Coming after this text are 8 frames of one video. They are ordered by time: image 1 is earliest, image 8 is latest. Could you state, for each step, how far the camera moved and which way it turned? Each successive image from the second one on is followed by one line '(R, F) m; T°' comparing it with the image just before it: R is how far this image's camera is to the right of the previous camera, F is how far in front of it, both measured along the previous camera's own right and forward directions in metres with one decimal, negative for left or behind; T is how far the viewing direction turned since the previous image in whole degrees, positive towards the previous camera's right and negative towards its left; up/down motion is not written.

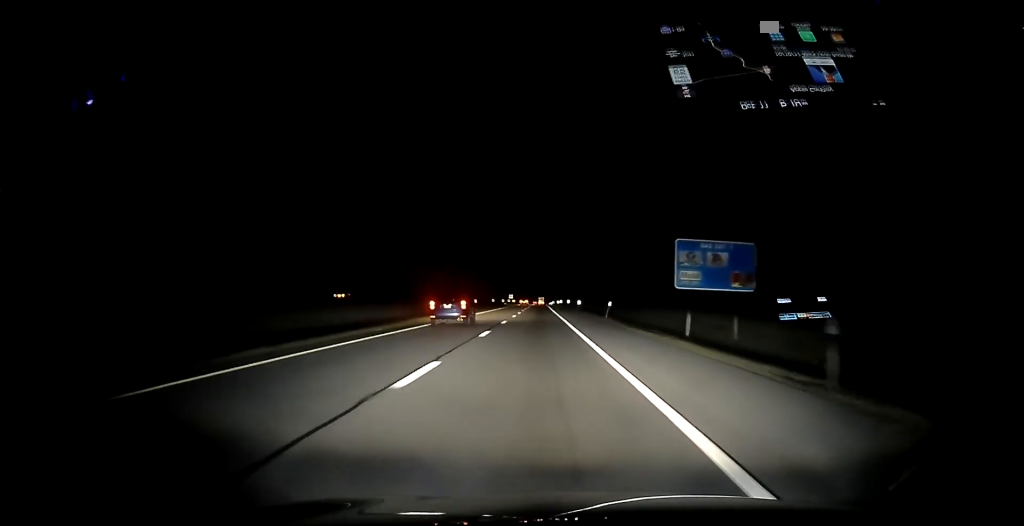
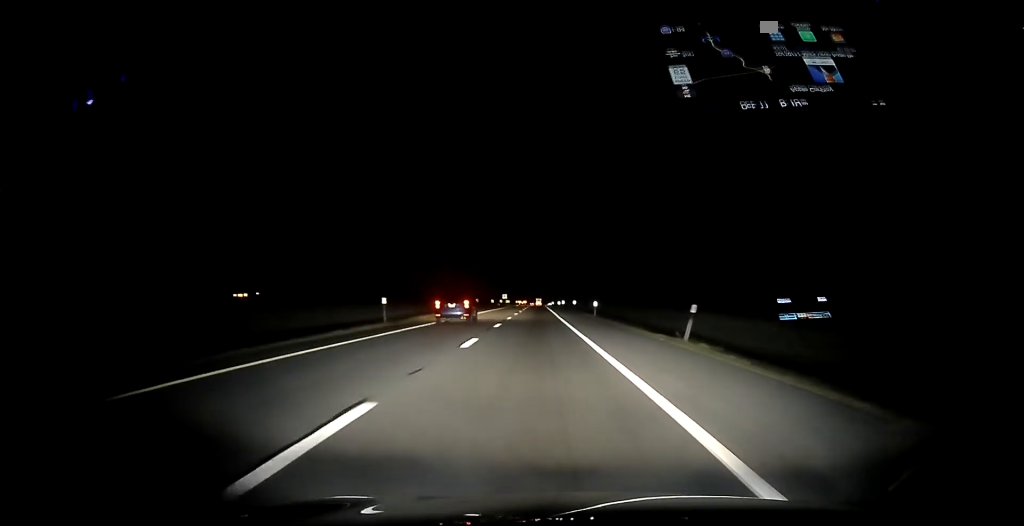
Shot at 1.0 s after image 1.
(-0.2, +28.9) m; 0°
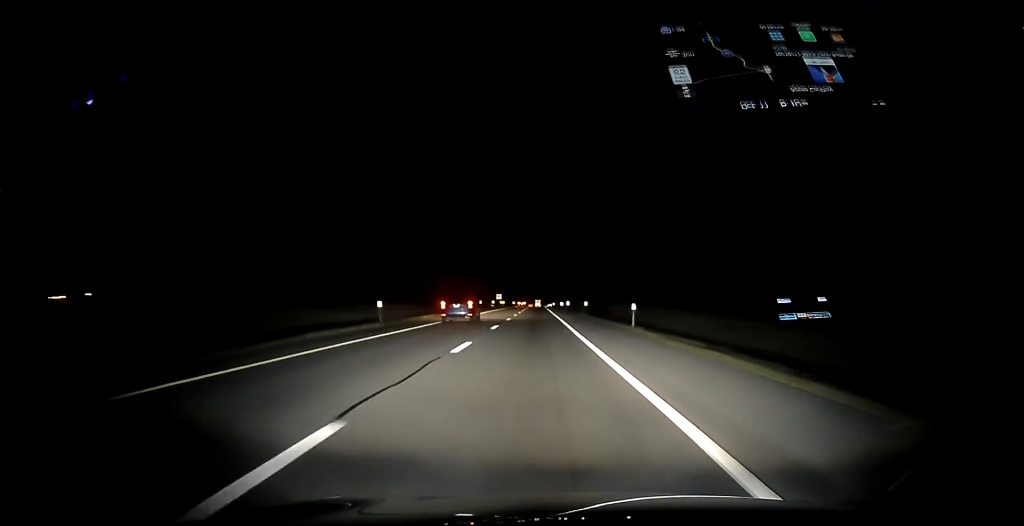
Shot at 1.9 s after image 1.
(0.0, +25.6) m; 0°
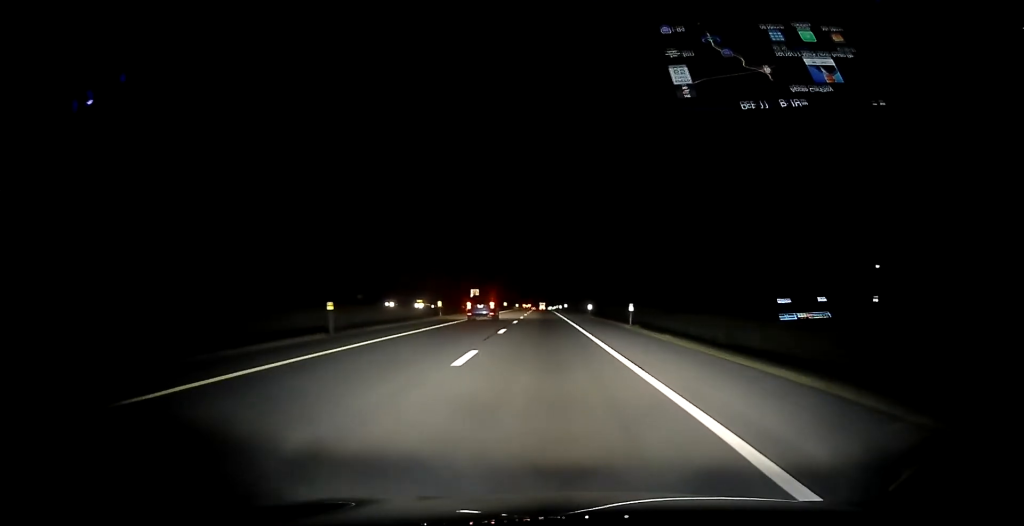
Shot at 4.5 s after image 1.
(0.0, +75.4) m; 0°
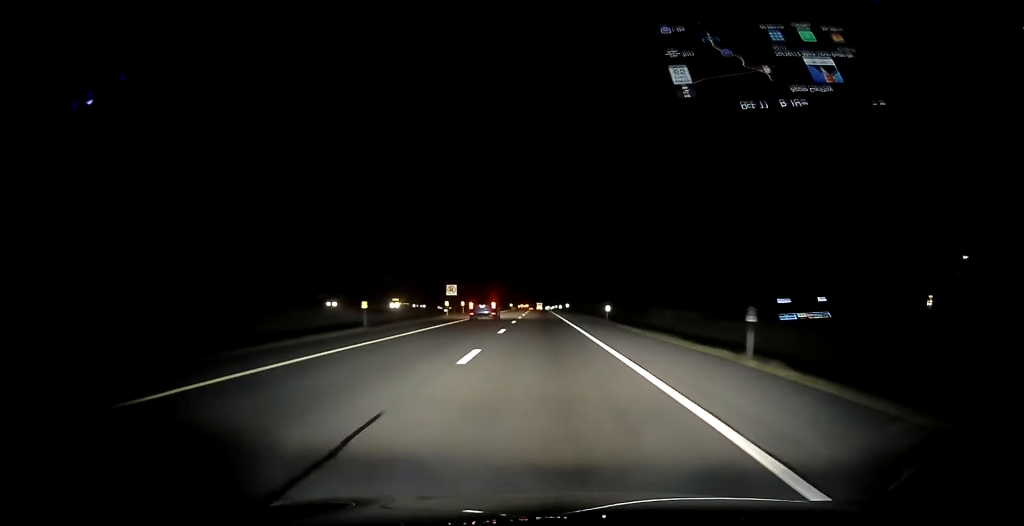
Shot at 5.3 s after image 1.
(0.0, +23.8) m; +1°
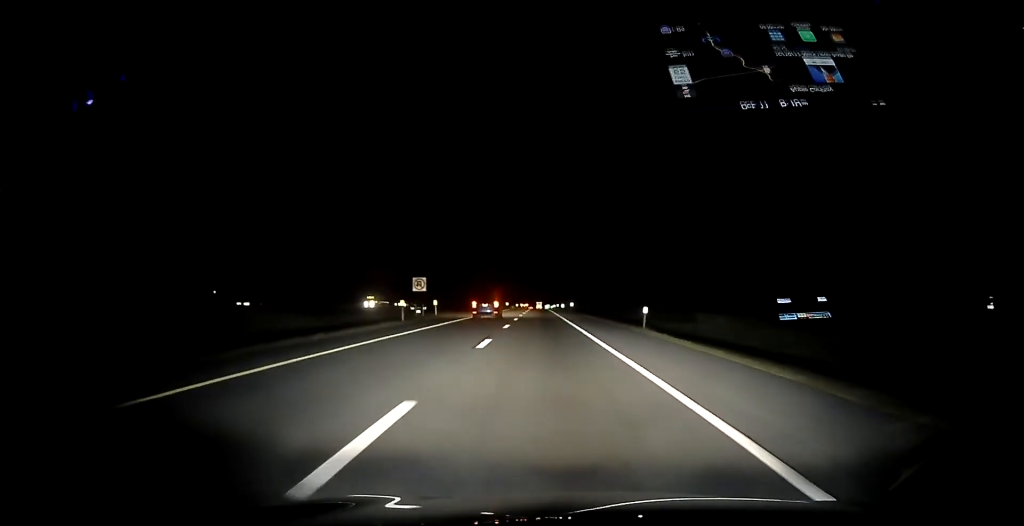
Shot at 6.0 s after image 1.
(+0.1, +20.9) m; 0°
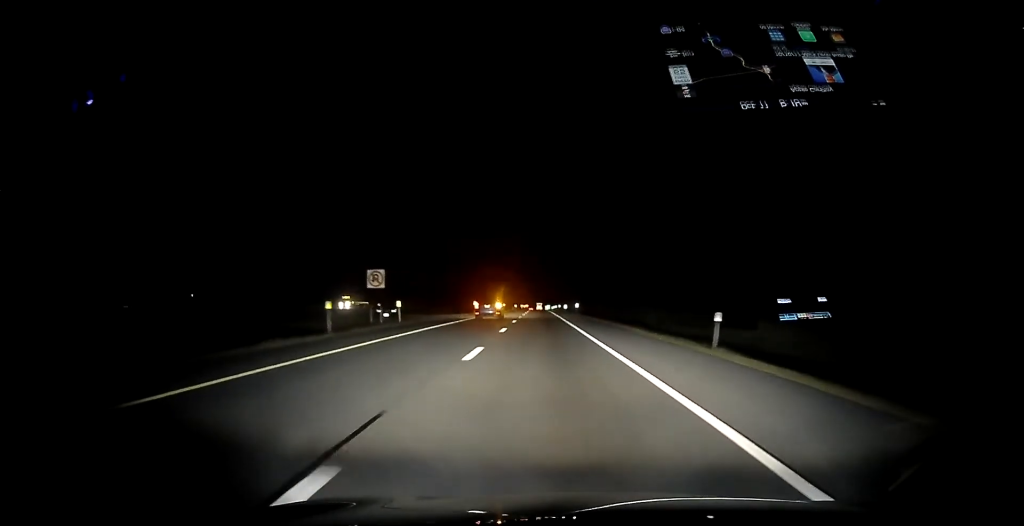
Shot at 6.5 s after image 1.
(+0.2, +15.0) m; 0°
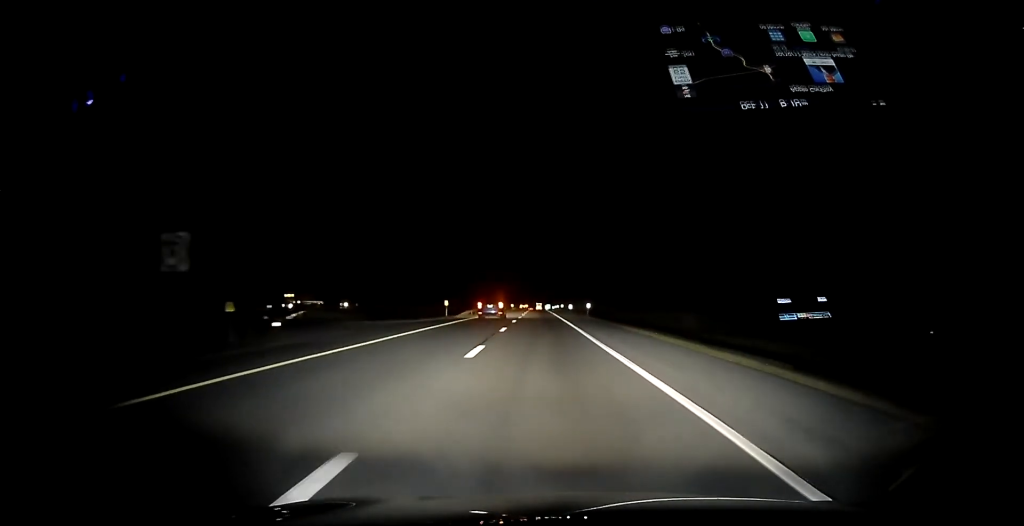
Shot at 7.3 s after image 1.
(-0.3, +23.8) m; -1°
